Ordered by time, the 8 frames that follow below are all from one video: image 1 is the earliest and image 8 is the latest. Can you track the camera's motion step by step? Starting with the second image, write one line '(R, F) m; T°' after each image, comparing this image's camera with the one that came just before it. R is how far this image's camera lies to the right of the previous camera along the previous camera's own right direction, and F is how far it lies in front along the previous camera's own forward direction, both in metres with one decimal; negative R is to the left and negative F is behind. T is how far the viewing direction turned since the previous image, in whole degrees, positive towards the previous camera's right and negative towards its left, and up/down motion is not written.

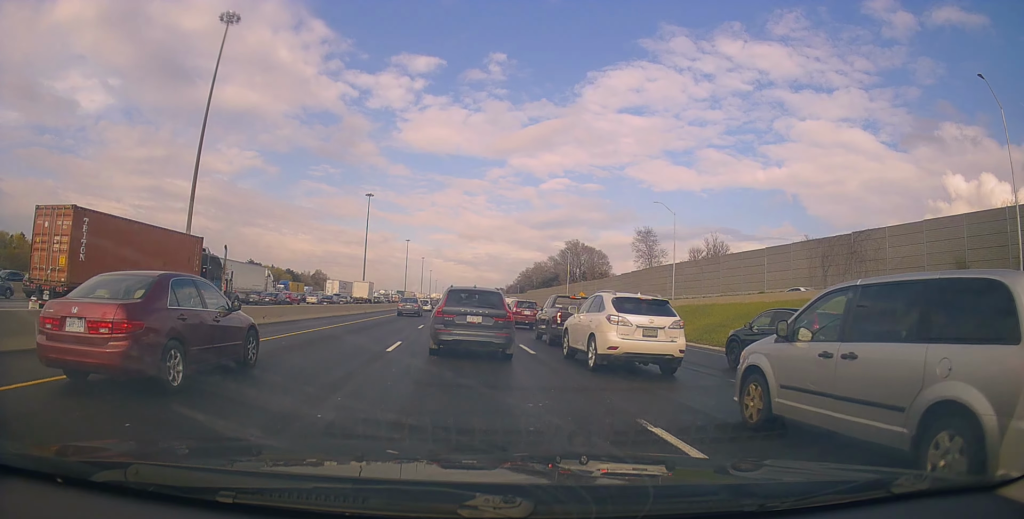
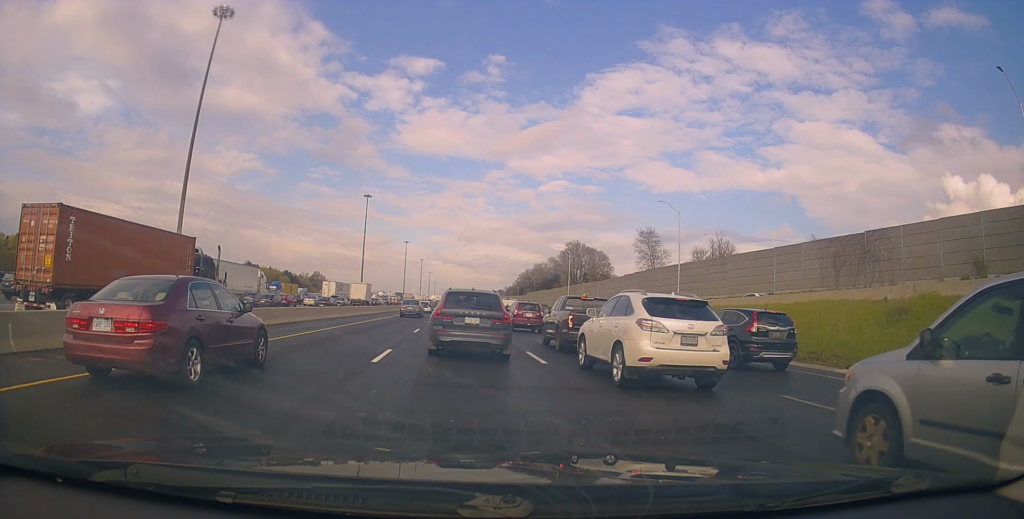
(+0.3, +2.4) m; +1°
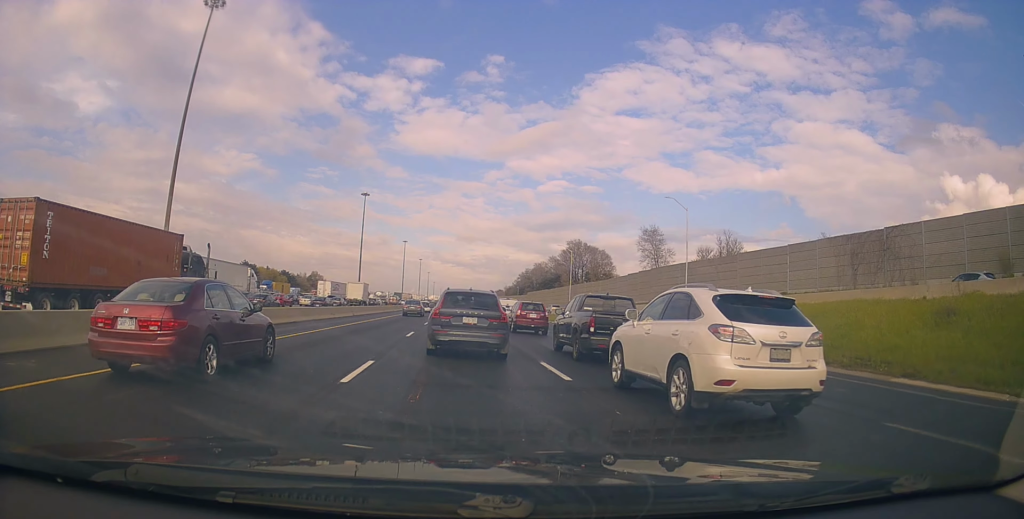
(0.0, +3.0) m; +1°
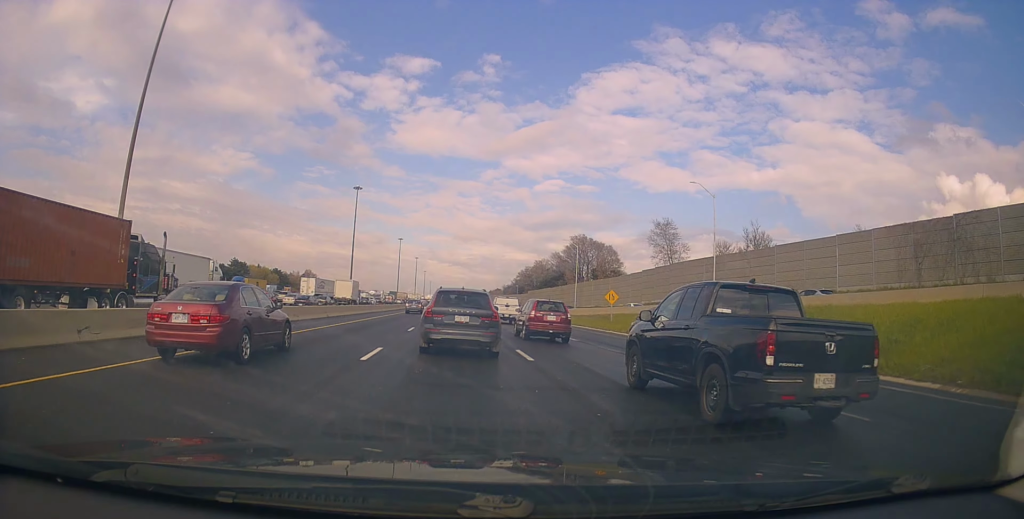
(+0.1, +8.9) m; +4°
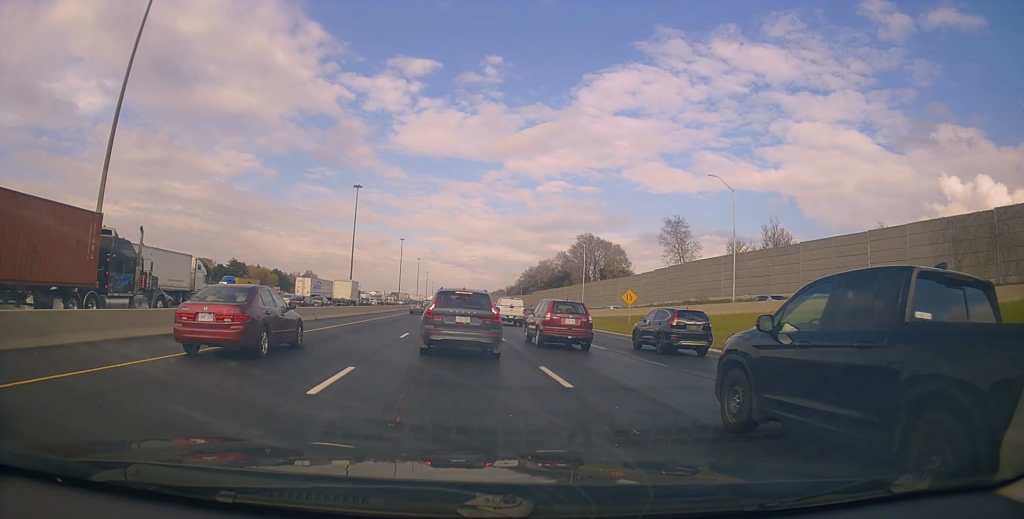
(0.0, +4.5) m; -2°
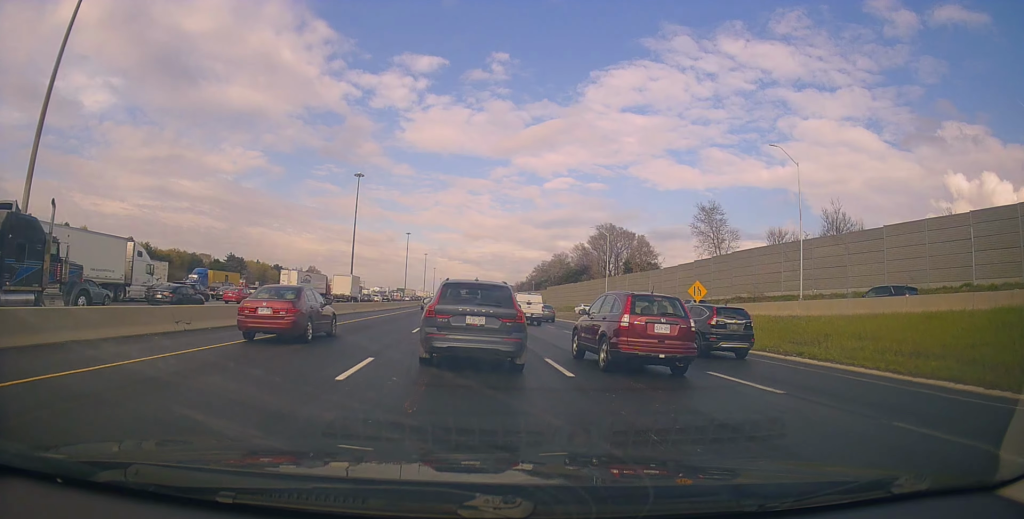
(-0.6, +10.7) m; -2°
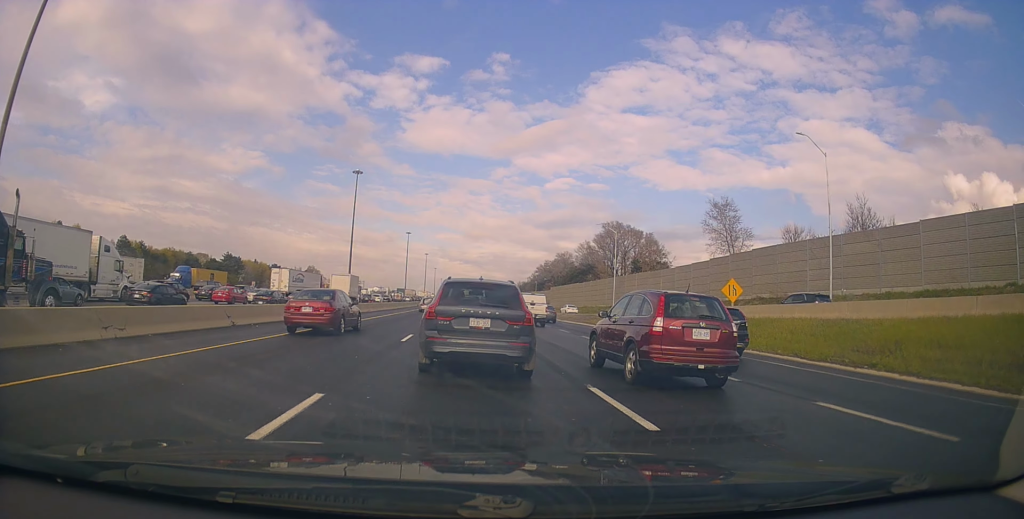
(+0.1, +4.5) m; +3°
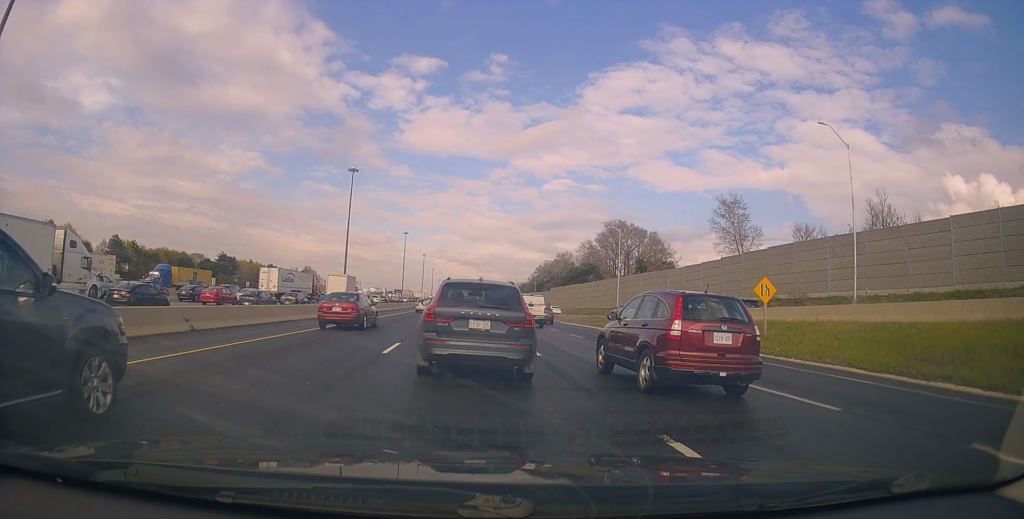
(+0.2, +3.7) m; +1°
